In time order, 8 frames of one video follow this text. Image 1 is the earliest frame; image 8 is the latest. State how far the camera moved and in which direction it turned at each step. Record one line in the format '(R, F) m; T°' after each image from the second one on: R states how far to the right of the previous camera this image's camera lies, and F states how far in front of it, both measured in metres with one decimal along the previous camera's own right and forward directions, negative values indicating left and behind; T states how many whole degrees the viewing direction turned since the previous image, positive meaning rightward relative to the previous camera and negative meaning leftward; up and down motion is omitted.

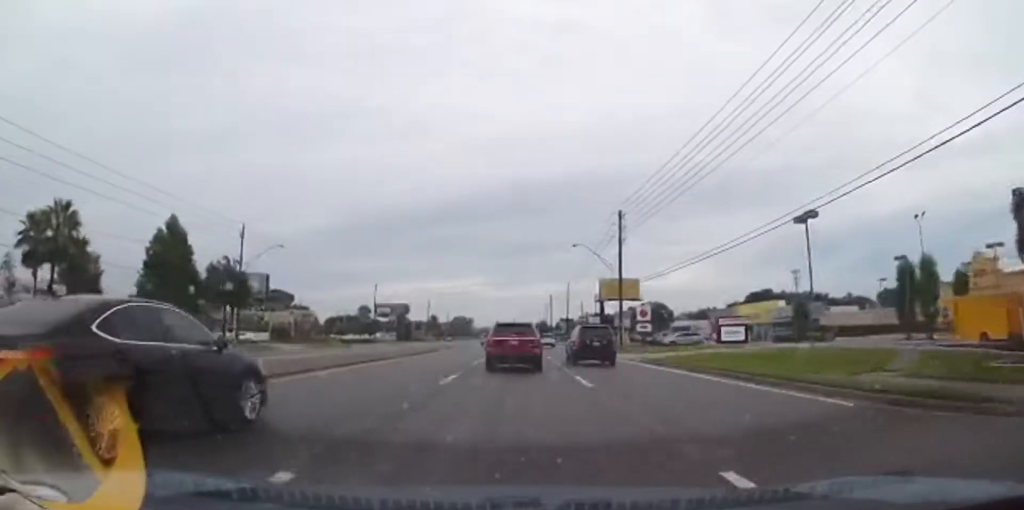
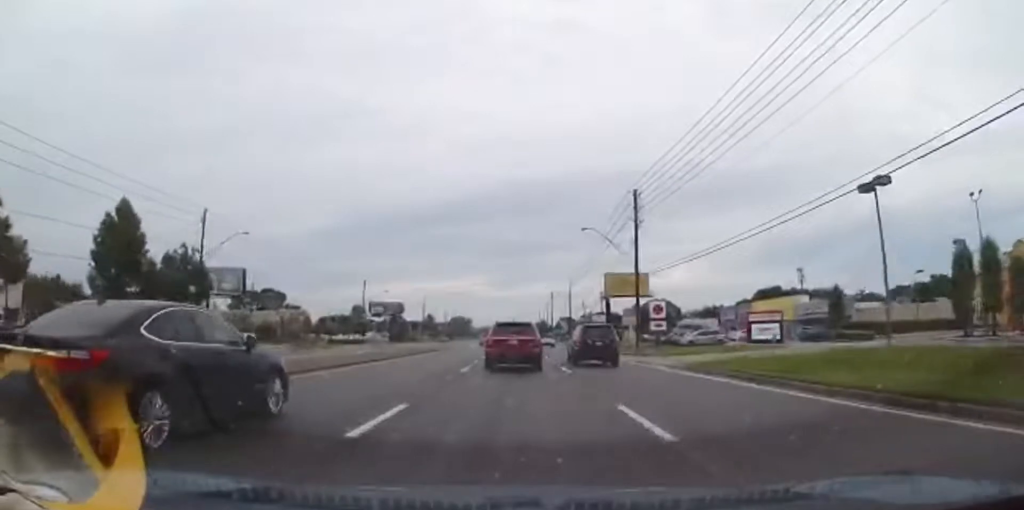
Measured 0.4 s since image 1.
(+0.2, +7.4) m; 0°
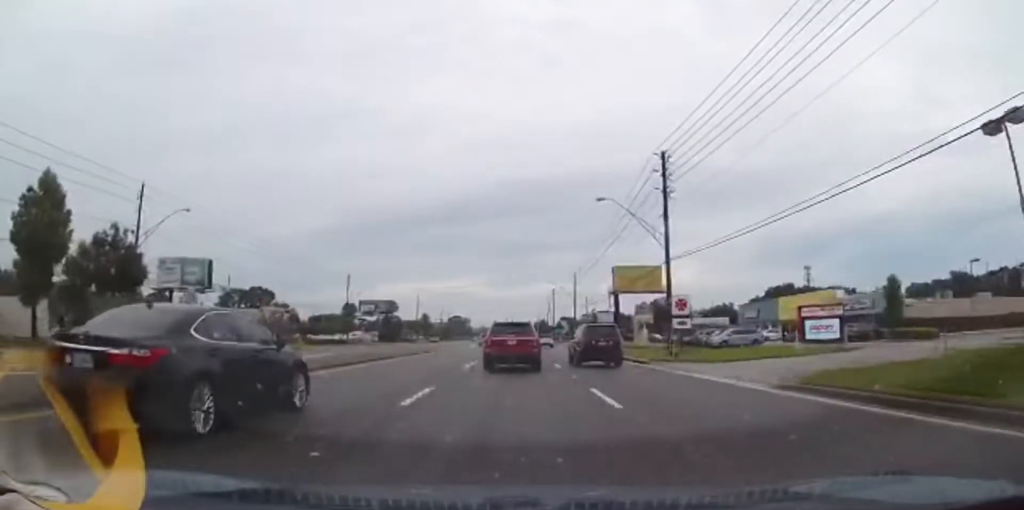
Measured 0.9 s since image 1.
(0.0, +9.3) m; 0°
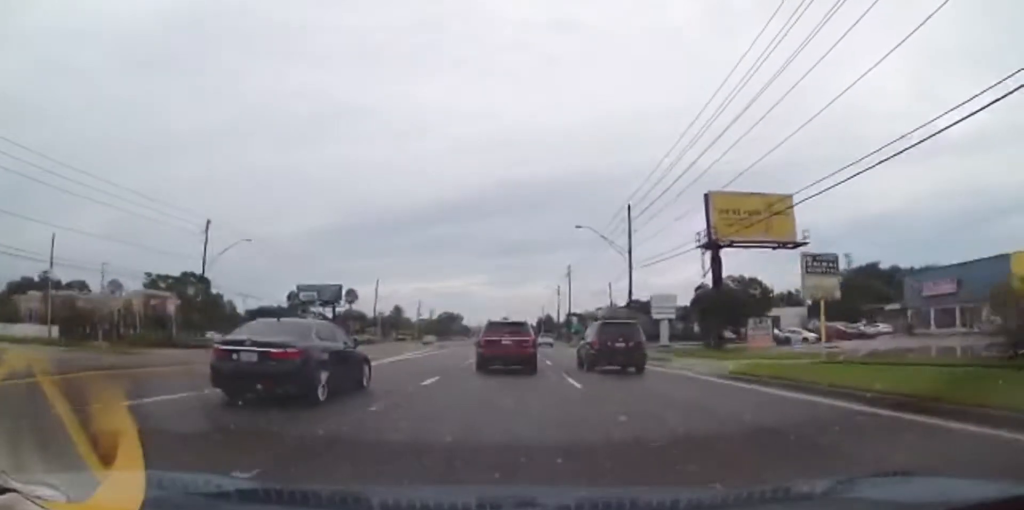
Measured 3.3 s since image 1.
(-1.1, +44.5) m; -1°
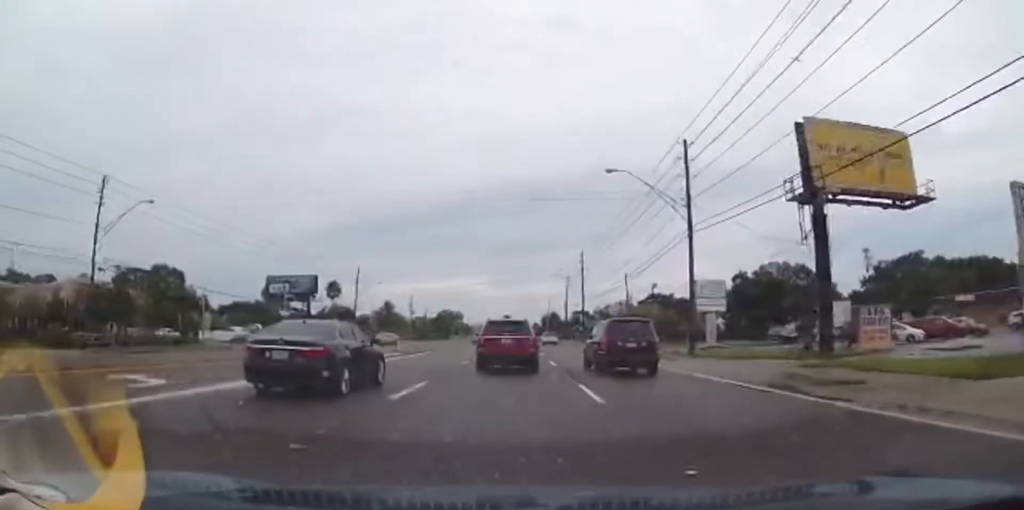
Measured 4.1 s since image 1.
(0.0, +15.5) m; 0°
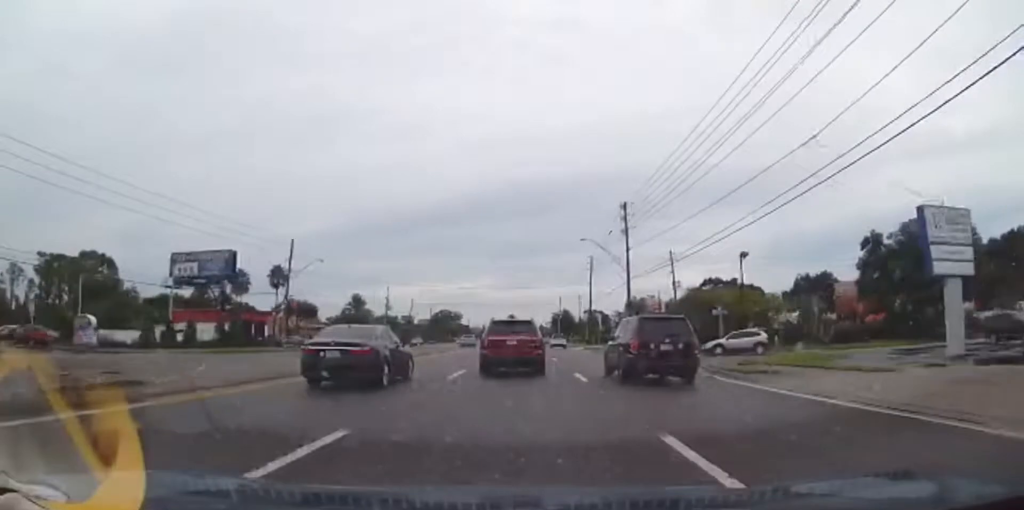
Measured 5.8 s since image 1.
(0.0, +30.7) m; 0°
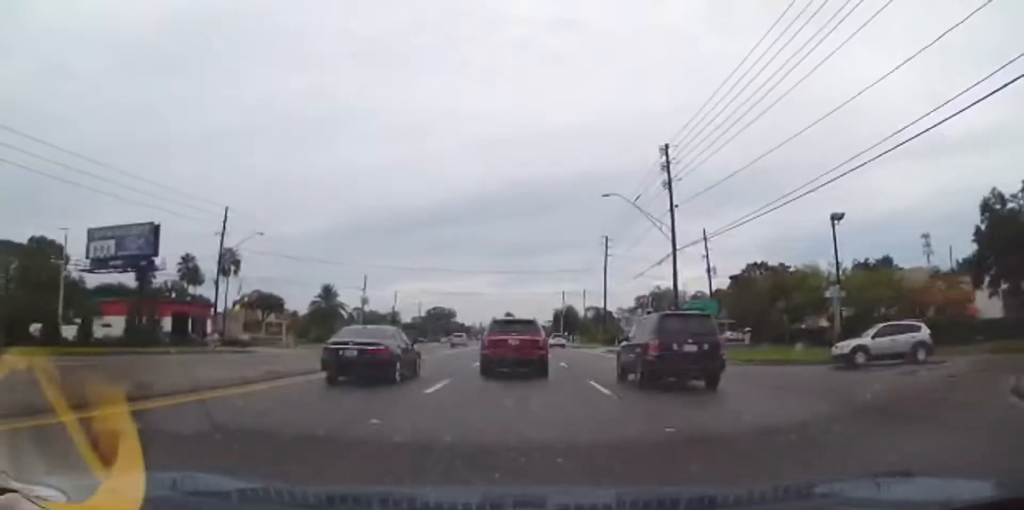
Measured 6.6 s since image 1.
(0.0, +16.0) m; +1°
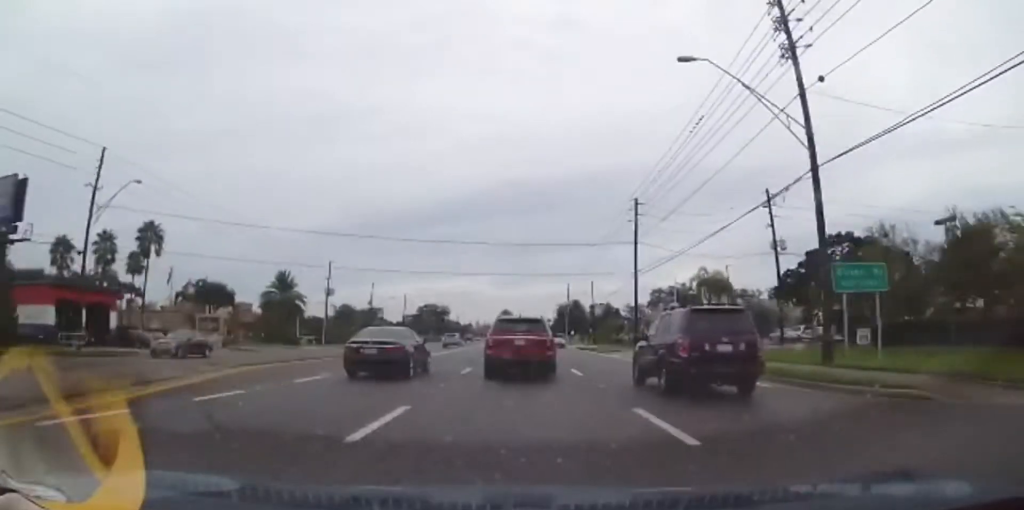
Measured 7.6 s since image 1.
(+0.5, +18.2) m; 0°
